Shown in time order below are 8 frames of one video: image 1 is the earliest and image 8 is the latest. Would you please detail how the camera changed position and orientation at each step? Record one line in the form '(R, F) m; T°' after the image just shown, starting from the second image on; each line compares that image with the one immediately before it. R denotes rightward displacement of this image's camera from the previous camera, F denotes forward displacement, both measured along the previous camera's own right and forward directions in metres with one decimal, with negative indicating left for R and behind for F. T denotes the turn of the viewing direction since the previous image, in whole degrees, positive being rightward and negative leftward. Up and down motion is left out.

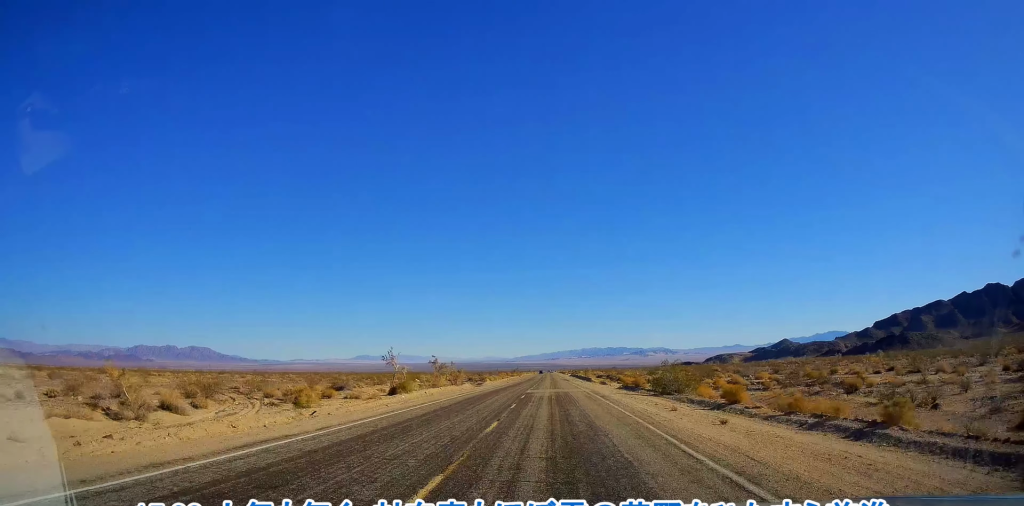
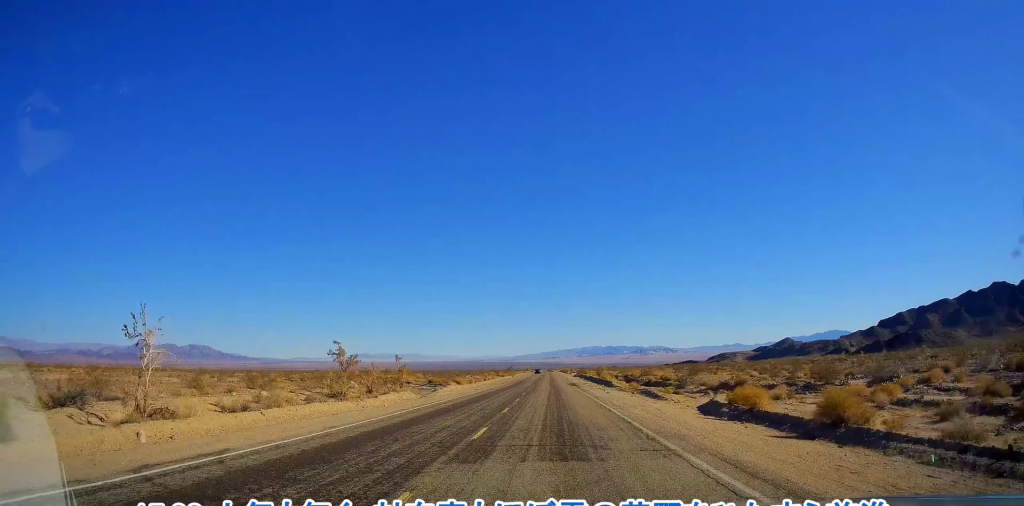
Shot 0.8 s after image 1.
(+1.1, +30.3) m; +2°
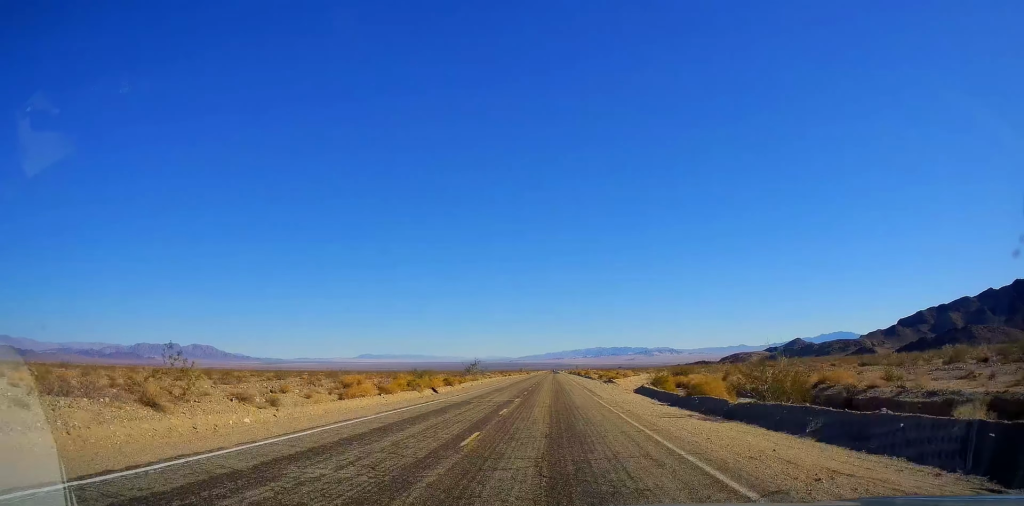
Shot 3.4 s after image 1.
(-1.9, +101.9) m; -1°
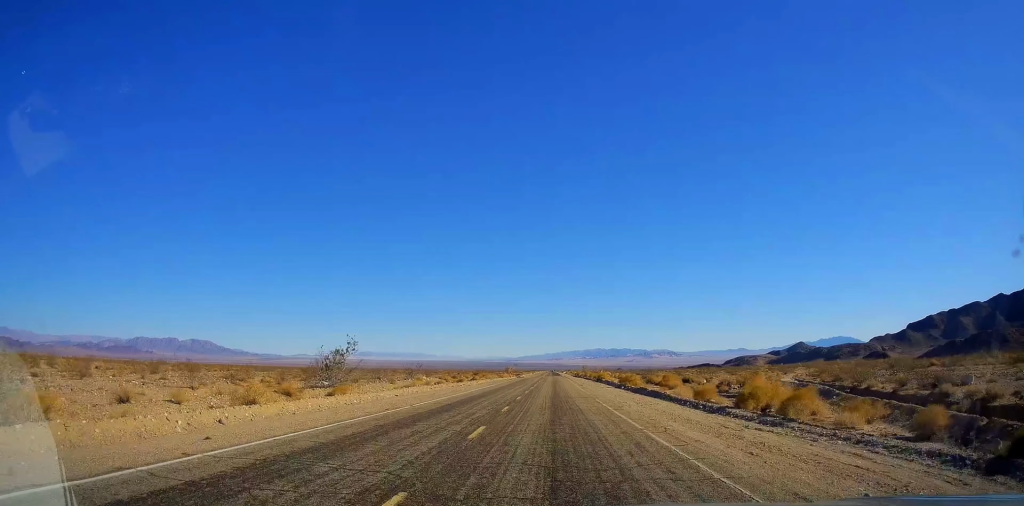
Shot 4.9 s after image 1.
(+0.1, +58.1) m; 0°
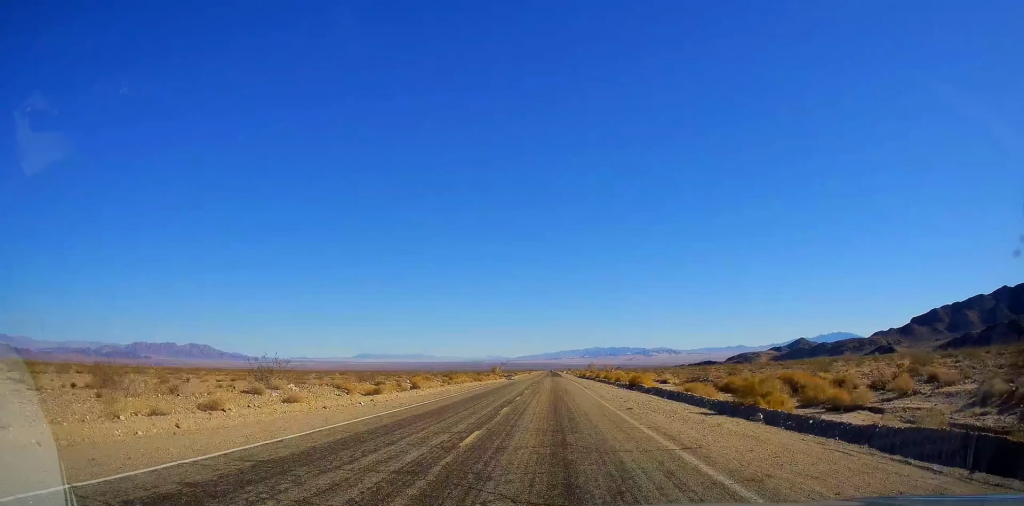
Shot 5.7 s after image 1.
(-0.1, +30.5) m; 0°
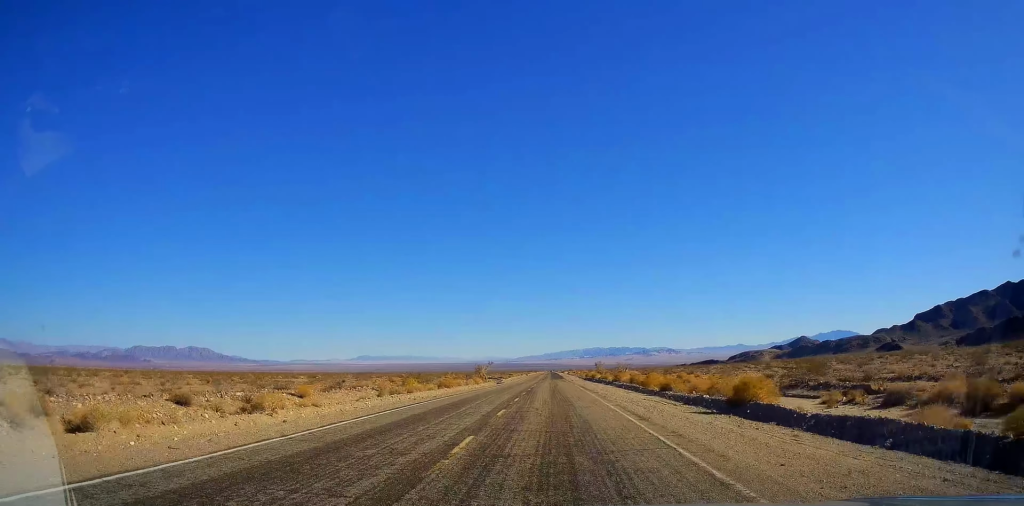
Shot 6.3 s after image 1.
(+0.4, +25.8) m; 0°
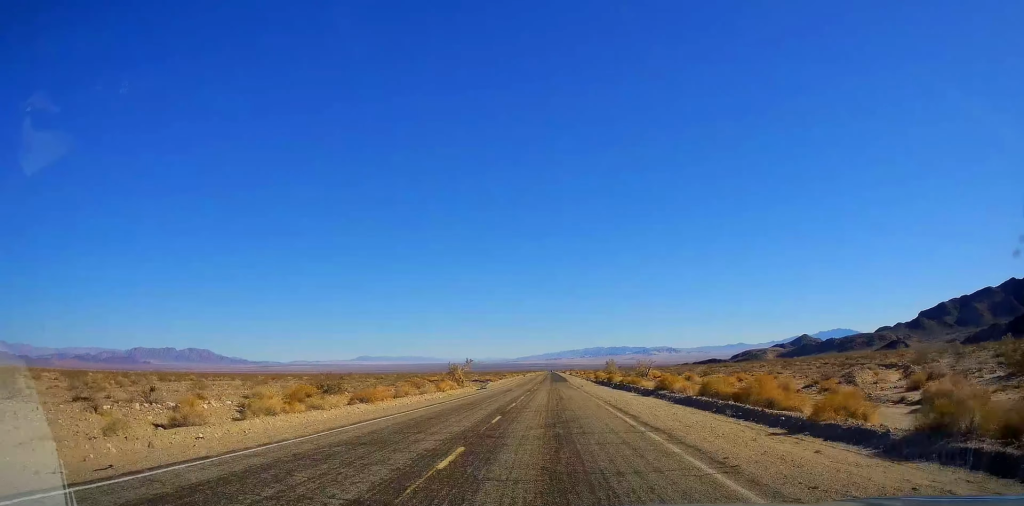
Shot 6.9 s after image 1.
(-0.1, +24.0) m; -1°
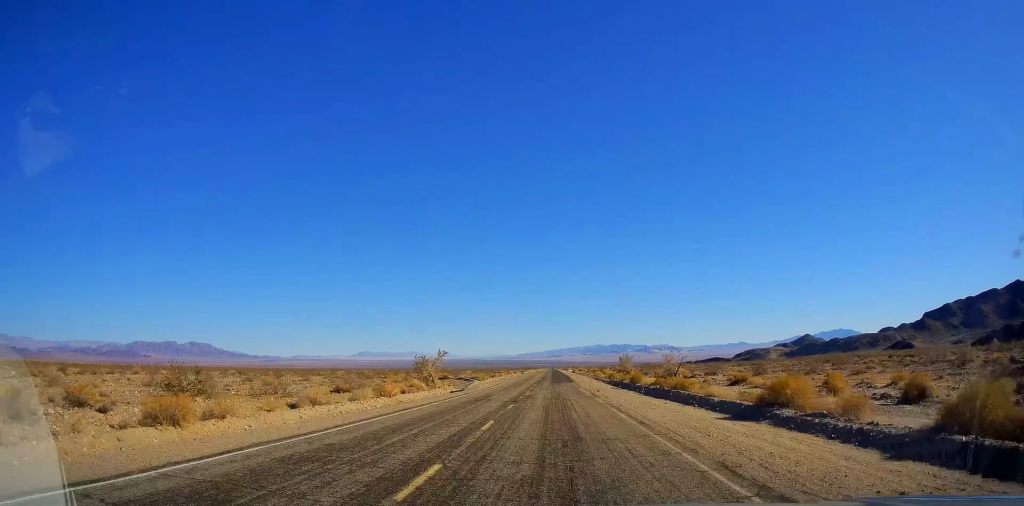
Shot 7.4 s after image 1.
(0.0, +19.5) m; -1°
